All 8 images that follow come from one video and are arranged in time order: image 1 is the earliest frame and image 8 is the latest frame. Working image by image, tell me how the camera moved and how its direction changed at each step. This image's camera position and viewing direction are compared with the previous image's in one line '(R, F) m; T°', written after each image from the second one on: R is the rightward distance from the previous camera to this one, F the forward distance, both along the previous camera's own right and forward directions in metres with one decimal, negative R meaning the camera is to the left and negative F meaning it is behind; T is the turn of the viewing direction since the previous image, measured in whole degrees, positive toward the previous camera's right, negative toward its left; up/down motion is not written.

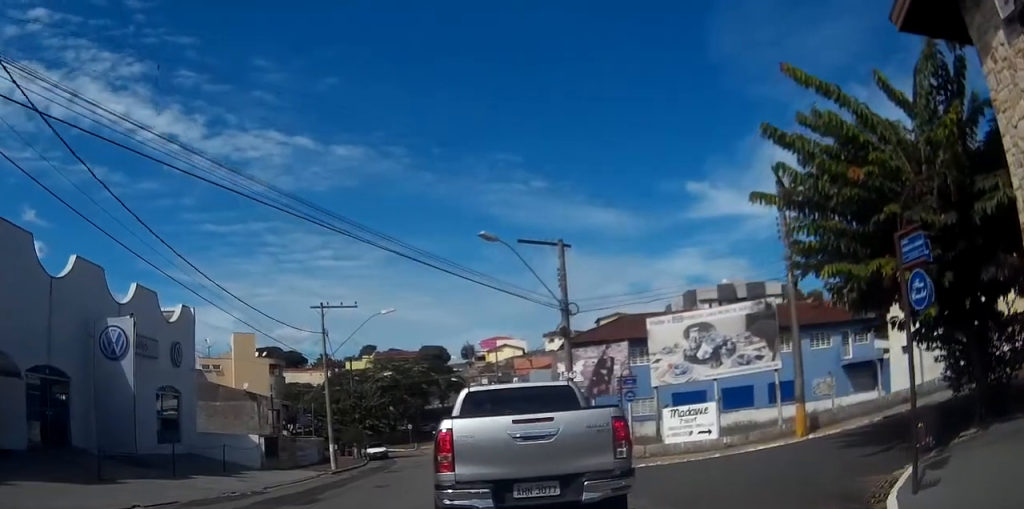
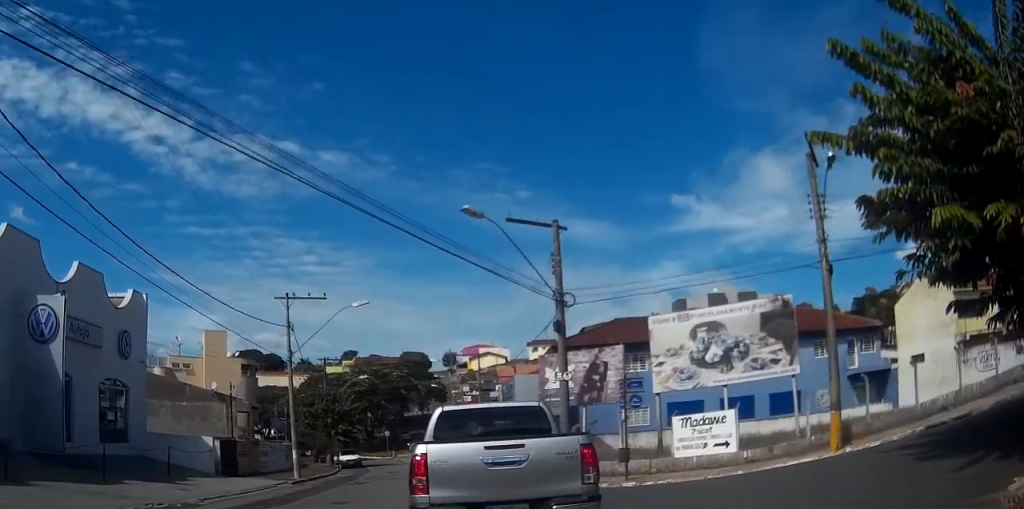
(+0.1, +3.6) m; -1°
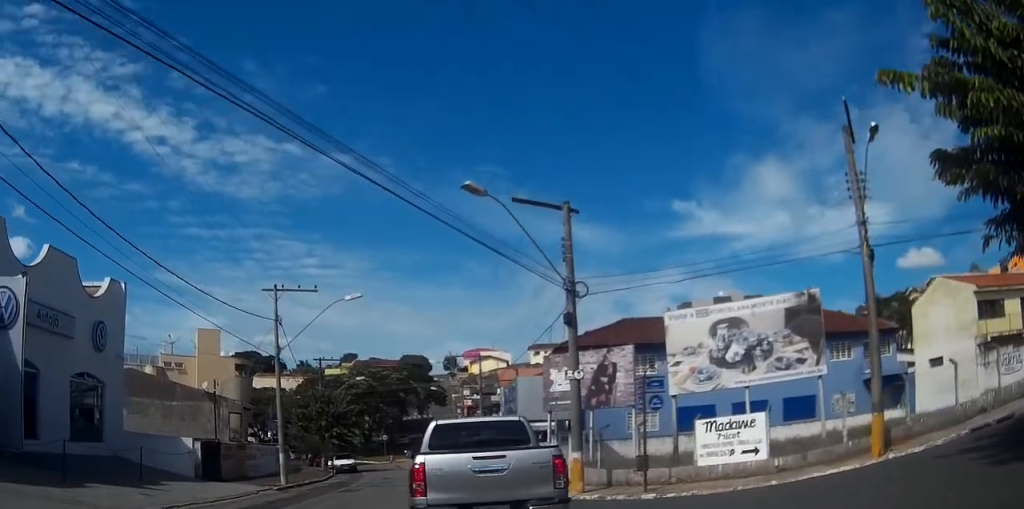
(-0.2, +2.4) m; 0°
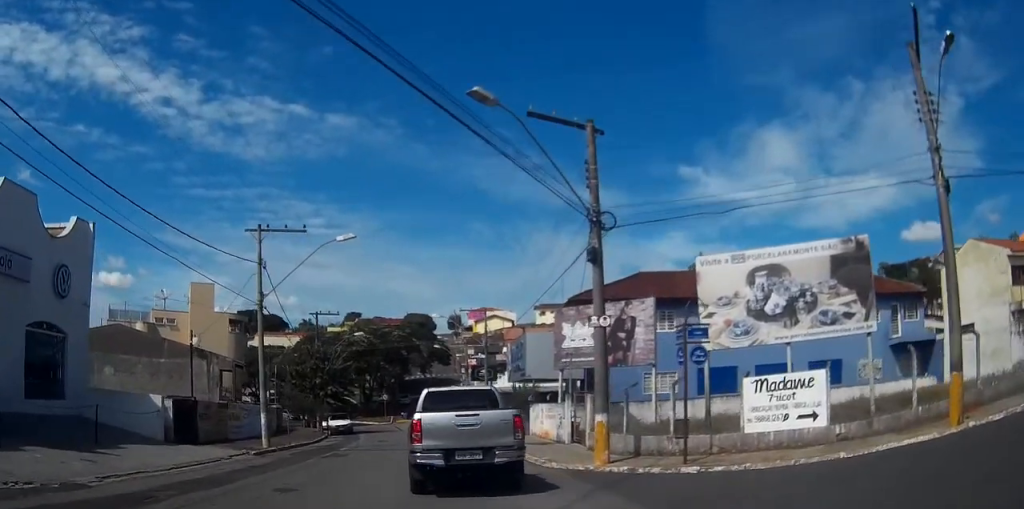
(+0.3, +3.7) m; +5°
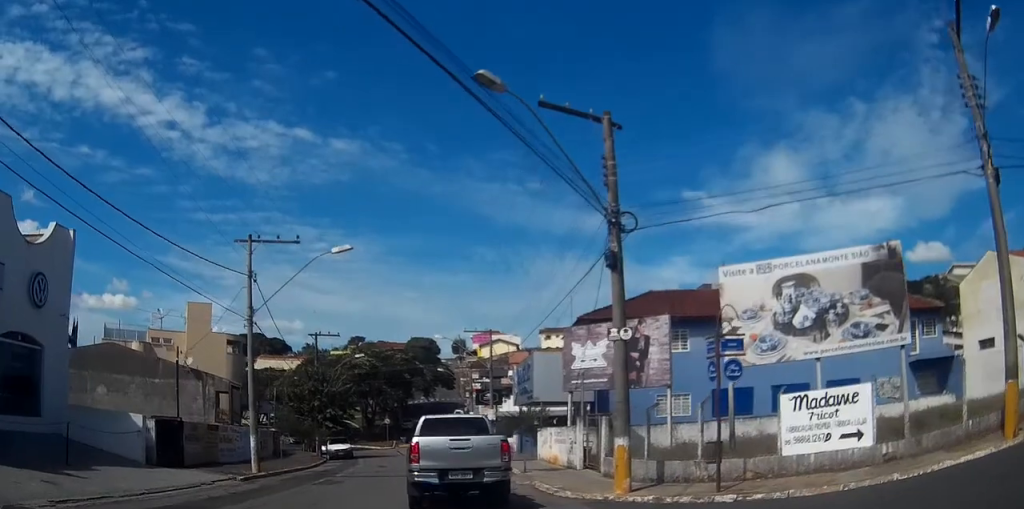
(0.0, +2.1) m; -1°
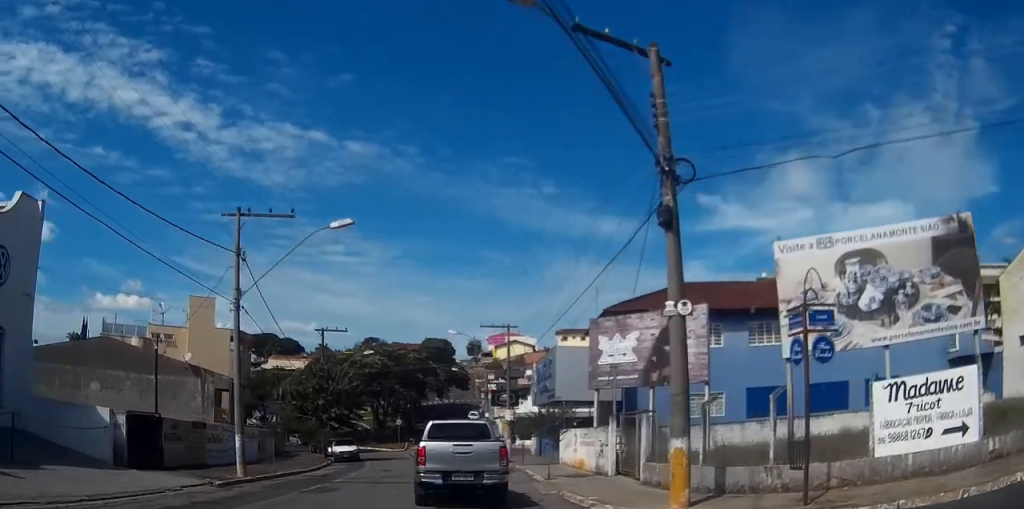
(-0.1, +3.3) m; -5°
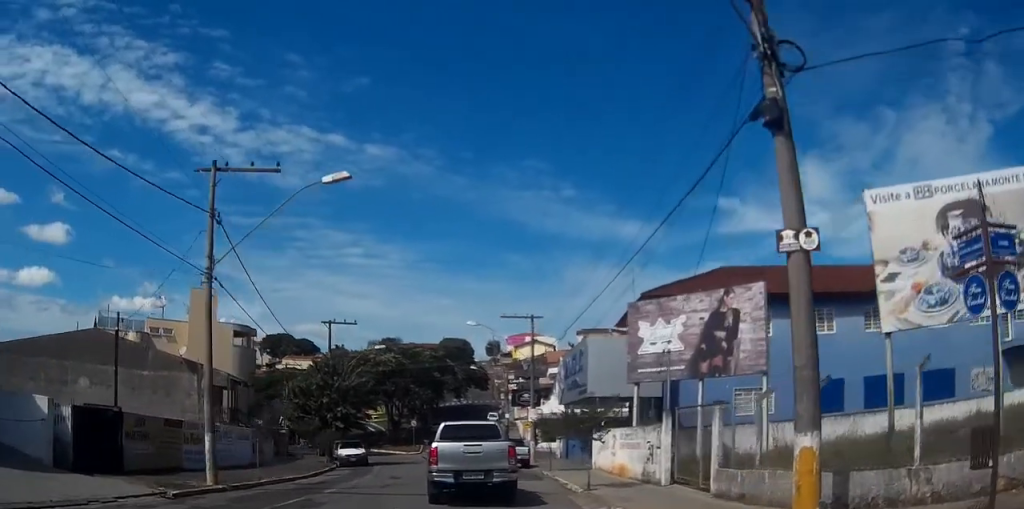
(-0.2, +4.1) m; -5°
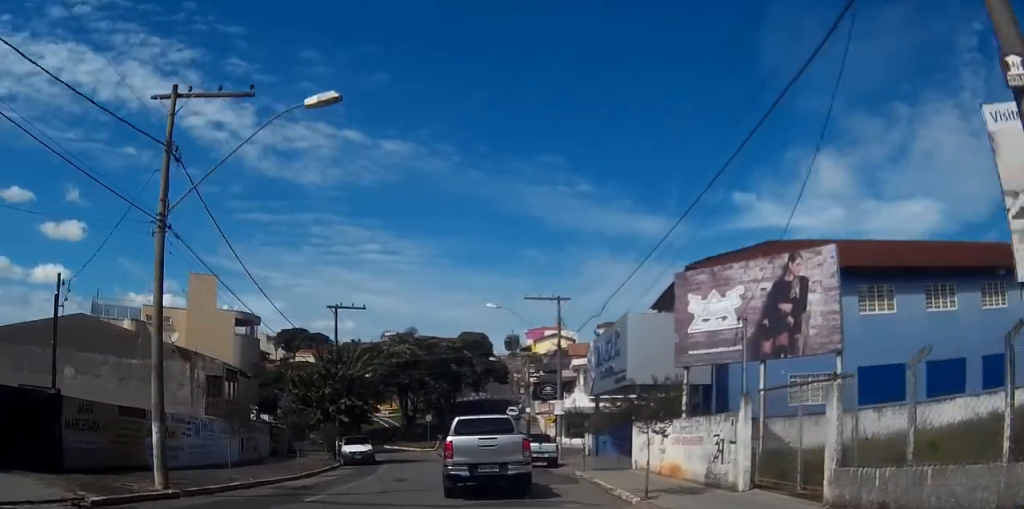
(-0.2, +4.2) m; -2°
